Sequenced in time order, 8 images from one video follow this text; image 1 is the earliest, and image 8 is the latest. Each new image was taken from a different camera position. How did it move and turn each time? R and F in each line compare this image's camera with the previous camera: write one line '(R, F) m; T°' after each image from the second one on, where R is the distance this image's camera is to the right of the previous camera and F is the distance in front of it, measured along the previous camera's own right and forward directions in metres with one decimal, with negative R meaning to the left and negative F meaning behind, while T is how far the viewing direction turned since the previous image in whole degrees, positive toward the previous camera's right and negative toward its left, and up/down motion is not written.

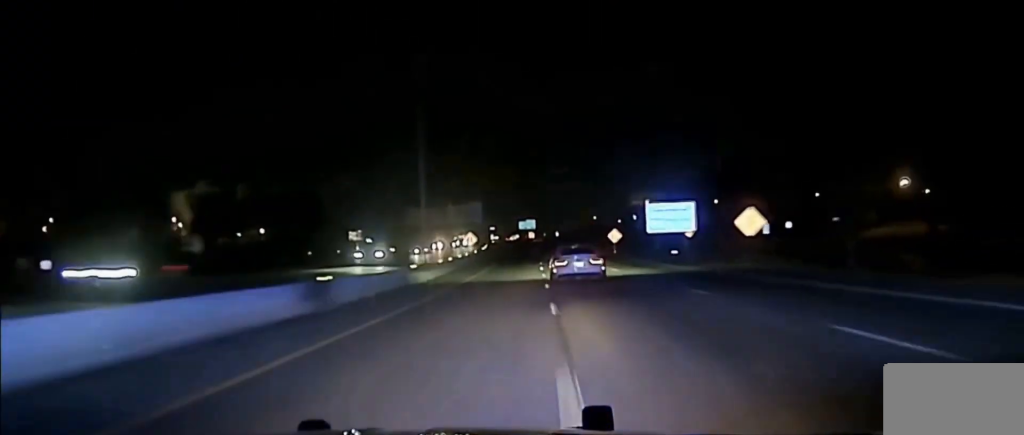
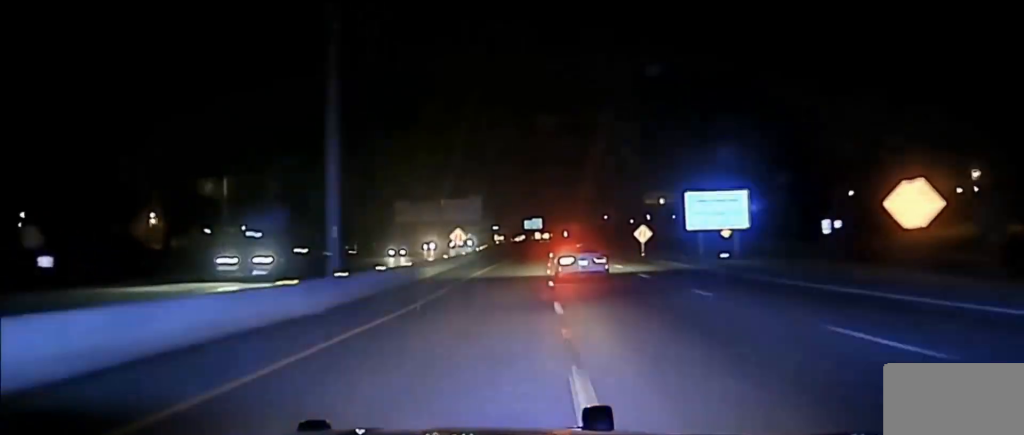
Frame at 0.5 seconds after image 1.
(-0.3, +24.3) m; -1°
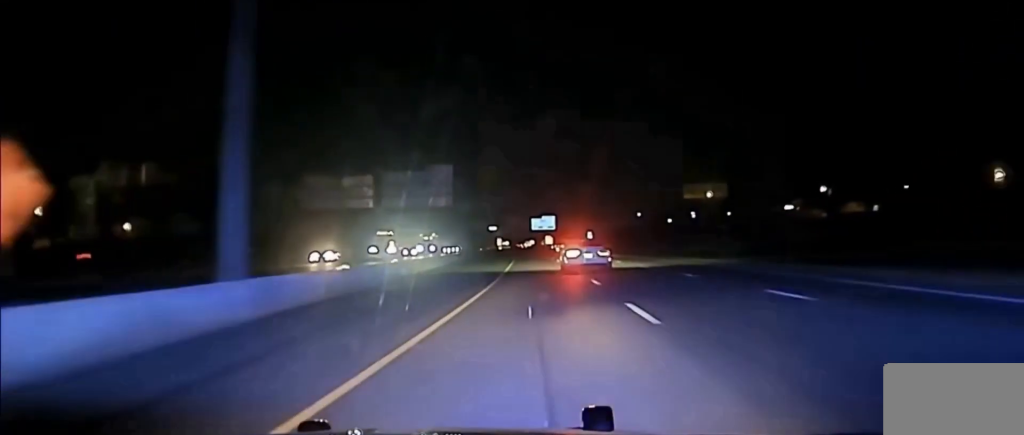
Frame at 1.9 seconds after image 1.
(-1.2, +78.0) m; -1°
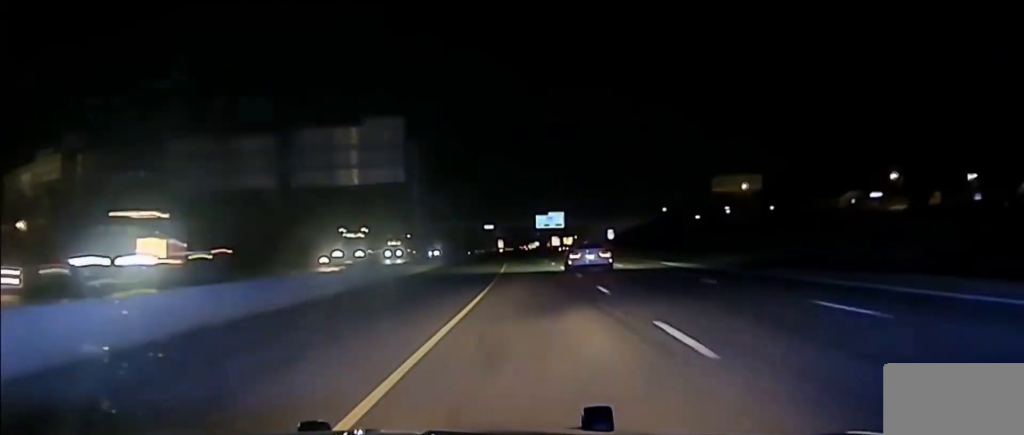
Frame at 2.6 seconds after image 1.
(0.0, +42.4) m; -1°
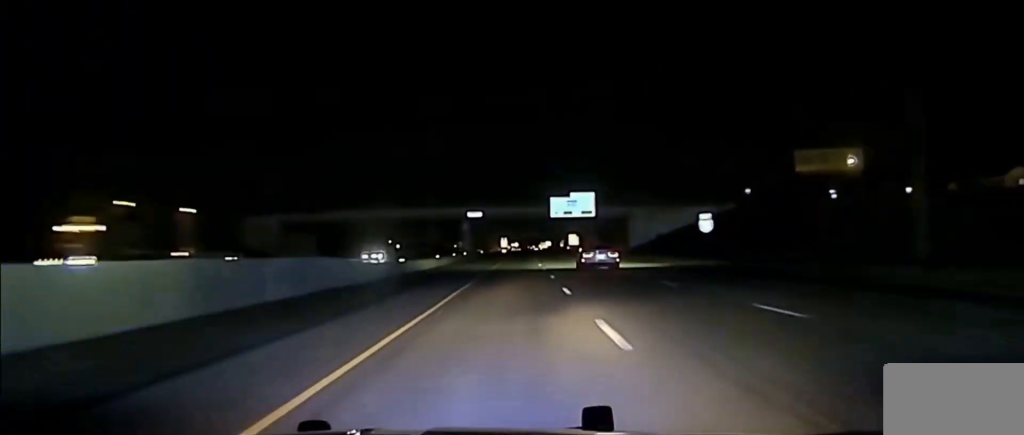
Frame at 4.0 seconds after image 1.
(-0.8, +75.2) m; -1°
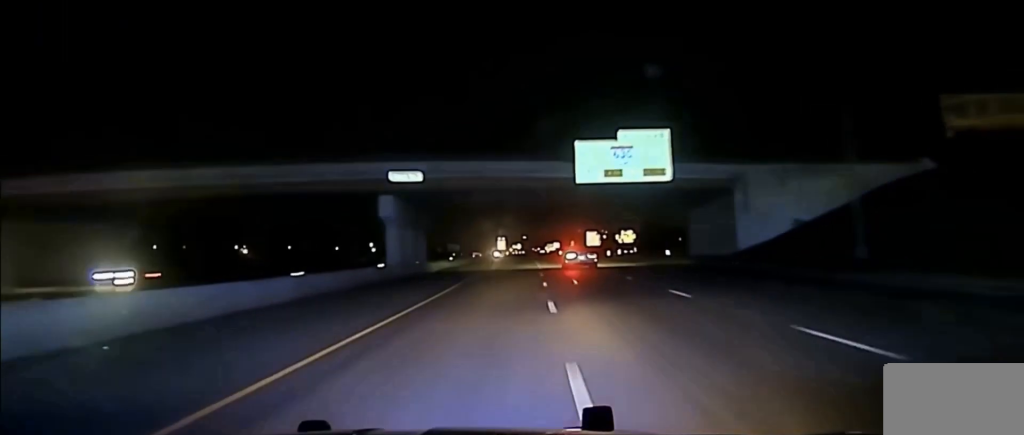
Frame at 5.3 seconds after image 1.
(0.0, +74.3) m; -1°
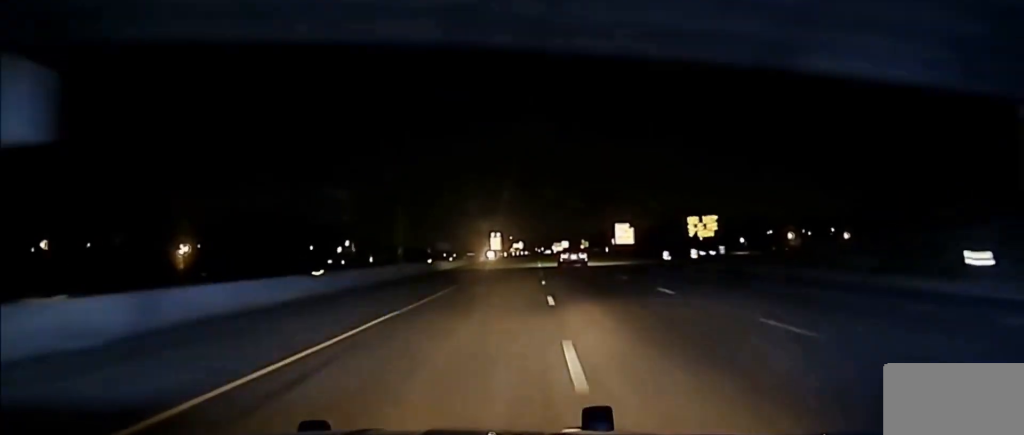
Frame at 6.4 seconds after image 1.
(-0.4, +56.2) m; 0°
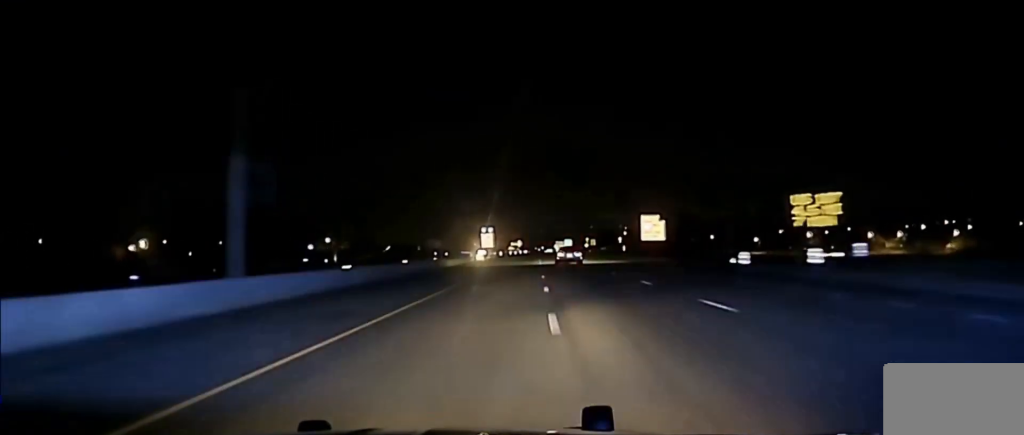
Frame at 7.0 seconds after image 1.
(0.0, +30.1) m; 0°
